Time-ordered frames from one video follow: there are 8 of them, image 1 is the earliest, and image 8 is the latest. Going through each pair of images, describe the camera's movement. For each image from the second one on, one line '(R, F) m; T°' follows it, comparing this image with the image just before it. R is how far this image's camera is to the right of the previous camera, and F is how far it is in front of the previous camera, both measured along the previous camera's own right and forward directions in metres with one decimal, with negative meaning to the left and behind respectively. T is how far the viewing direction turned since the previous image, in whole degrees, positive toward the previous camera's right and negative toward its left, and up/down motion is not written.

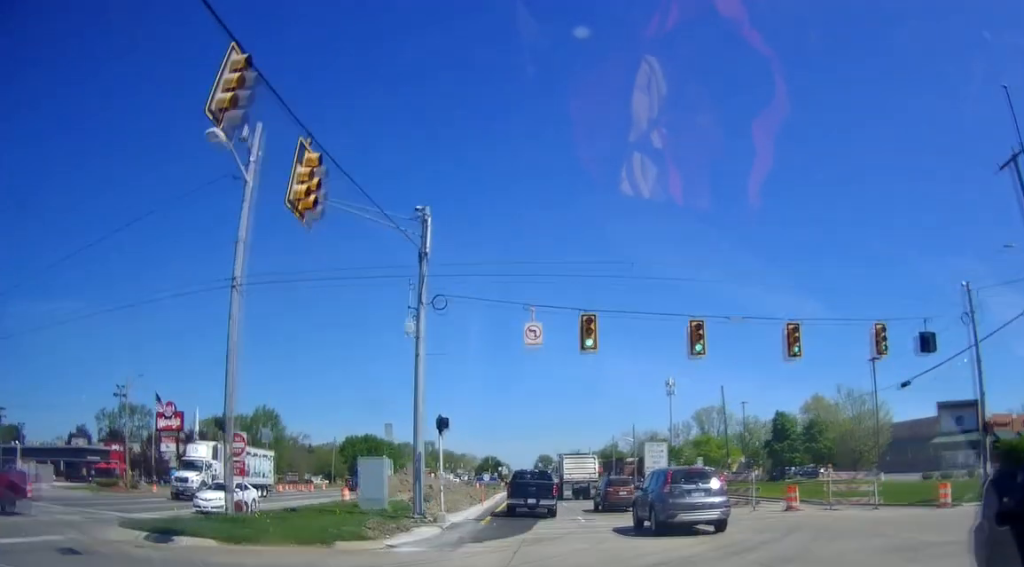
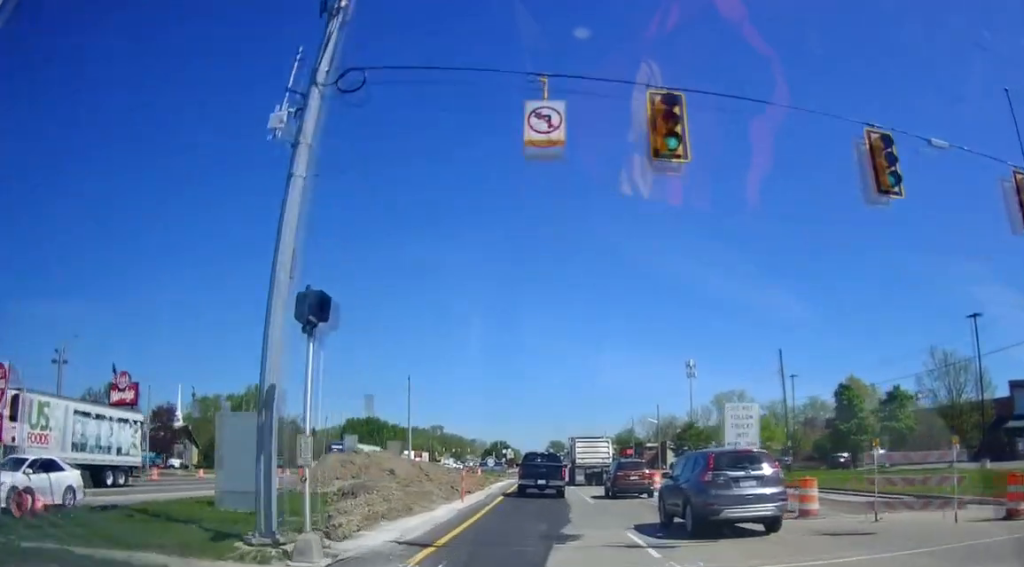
(0.0, +13.3) m; 0°
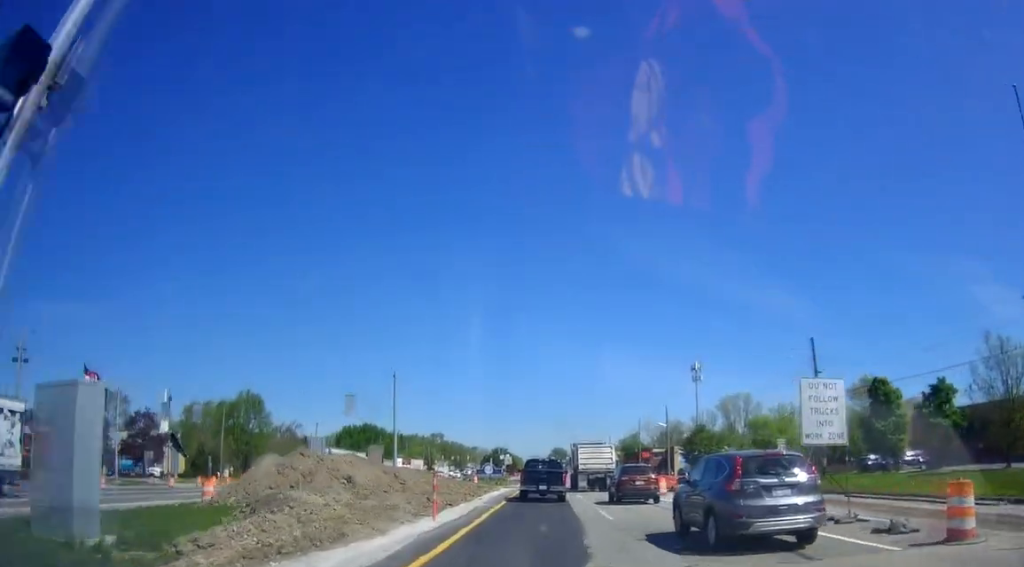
(0.0, +6.4) m; 0°
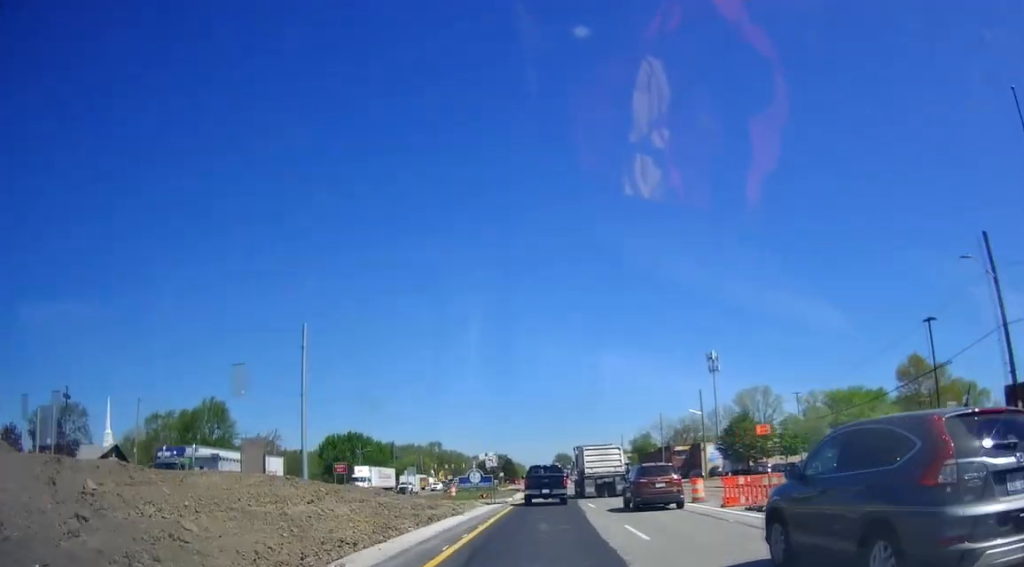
(0.0, +20.8) m; 0°
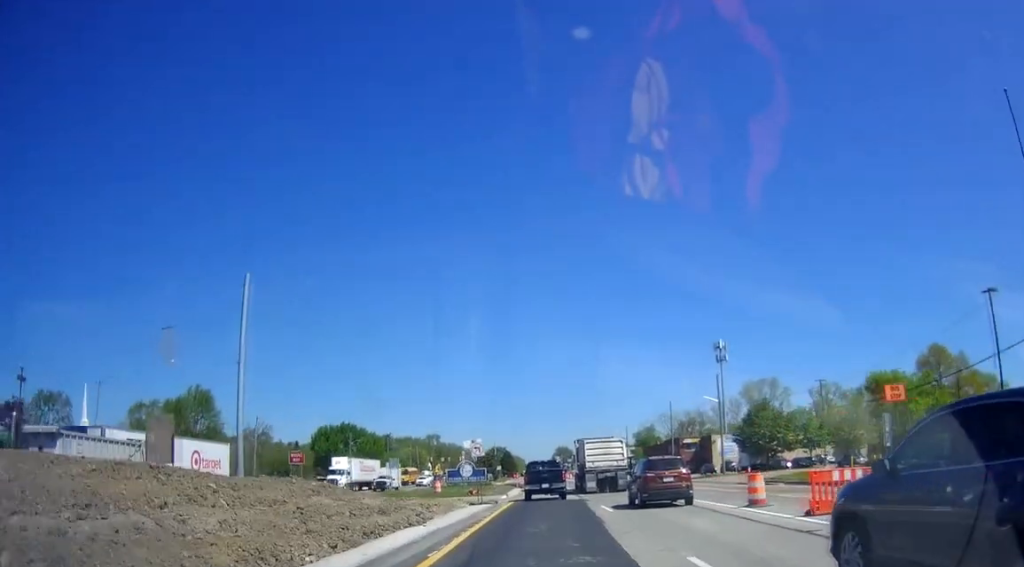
(0.0, +7.4) m; 0°
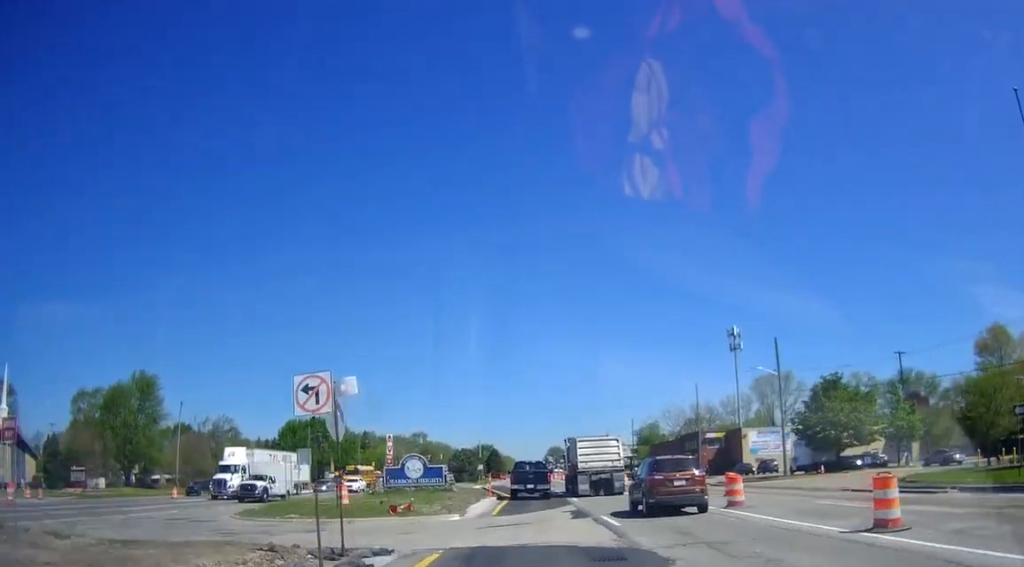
(0.0, +20.8) m; 0°
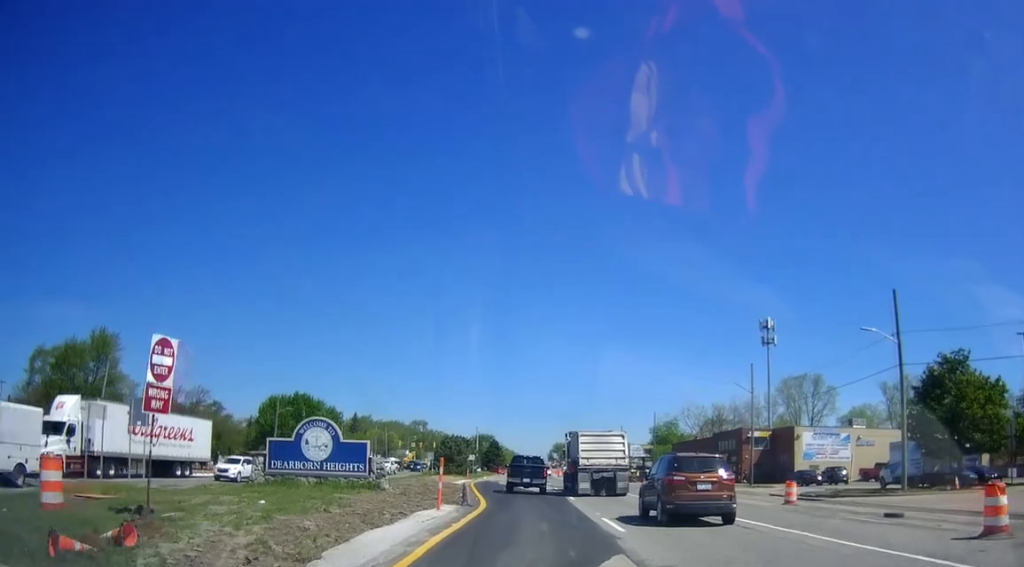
(0.0, +17.7) m; -2°
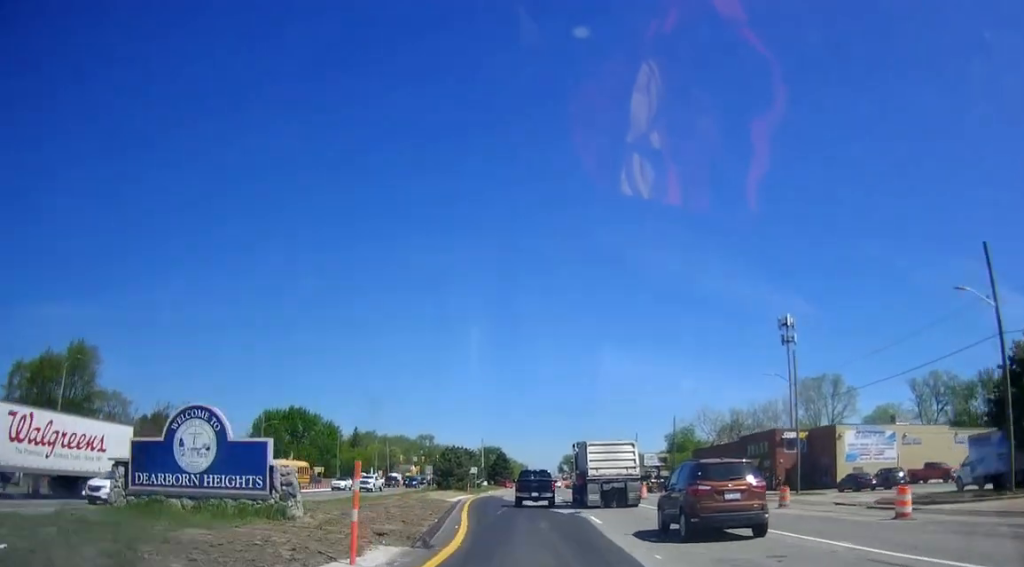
(0.0, +8.7) m; -1°
